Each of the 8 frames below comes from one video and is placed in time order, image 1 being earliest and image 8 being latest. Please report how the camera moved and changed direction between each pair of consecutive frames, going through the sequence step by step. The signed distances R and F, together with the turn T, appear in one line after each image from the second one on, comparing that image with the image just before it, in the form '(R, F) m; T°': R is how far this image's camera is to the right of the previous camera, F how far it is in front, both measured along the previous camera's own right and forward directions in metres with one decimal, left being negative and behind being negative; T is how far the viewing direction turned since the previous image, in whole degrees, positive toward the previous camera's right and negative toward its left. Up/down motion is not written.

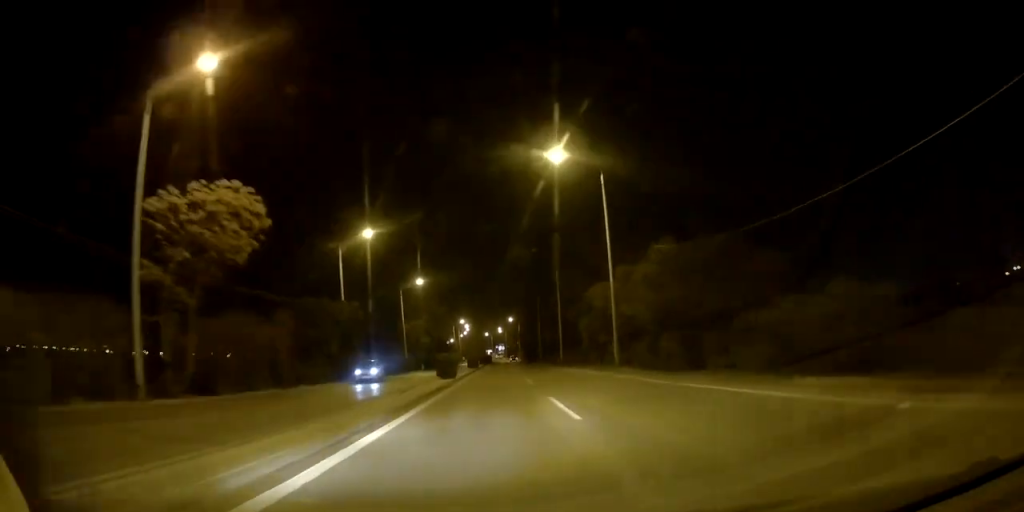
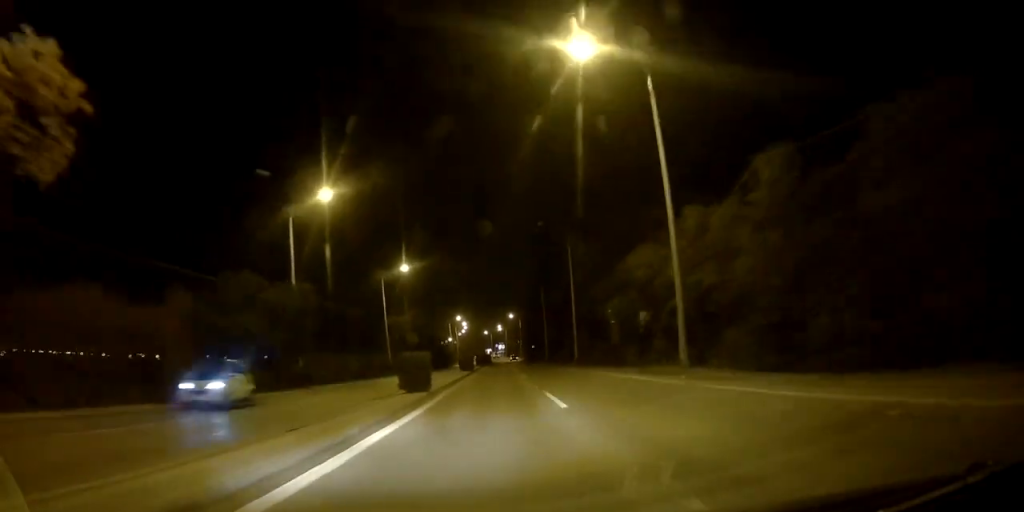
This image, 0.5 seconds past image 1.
(-0.2, +12.1) m; 0°
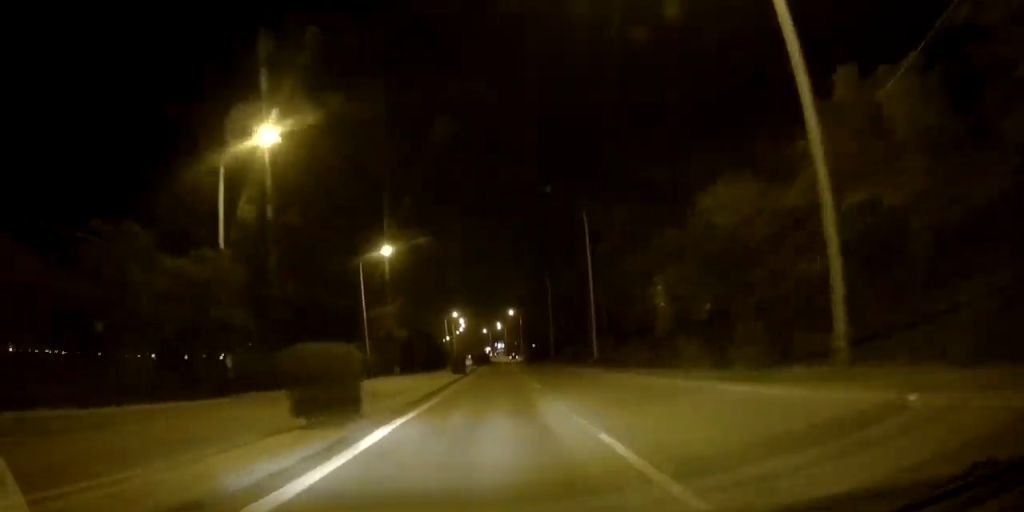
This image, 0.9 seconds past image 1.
(-0.2, +10.9) m; 0°
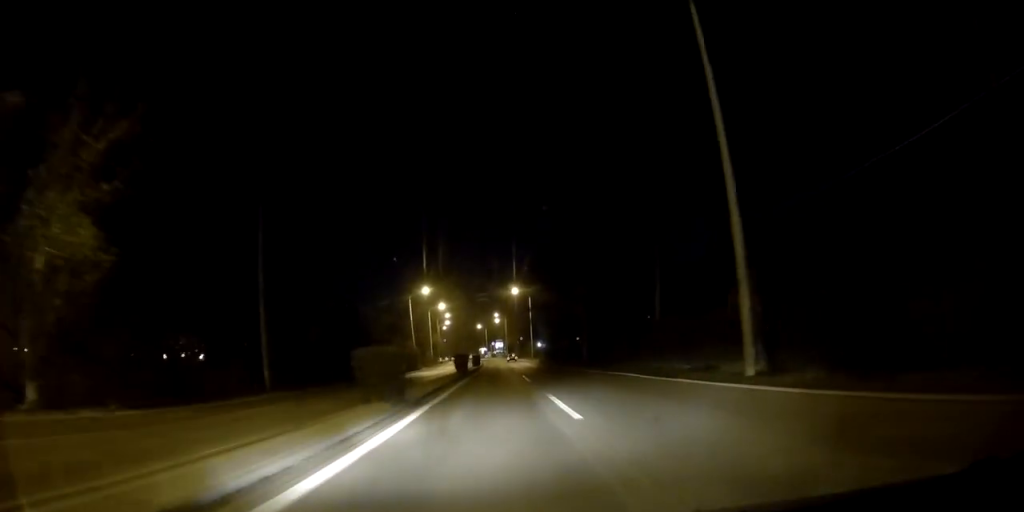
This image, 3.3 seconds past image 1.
(+0.6, +55.9) m; -1°
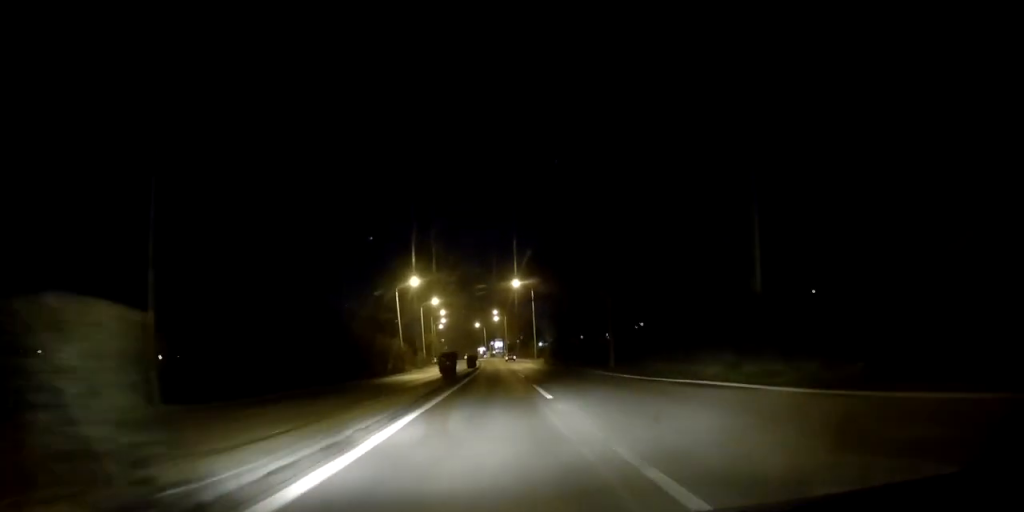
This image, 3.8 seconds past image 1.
(-0.4, +11.0) m; 0°
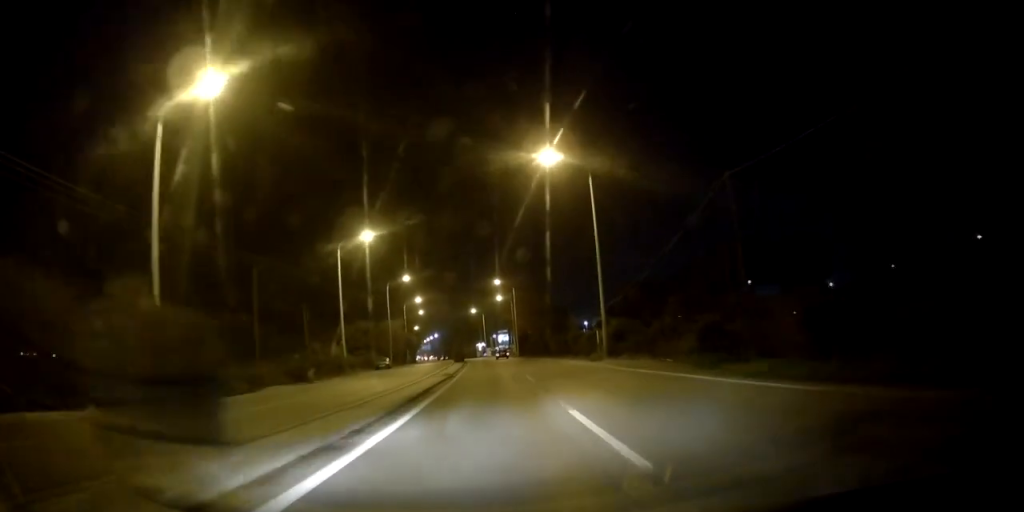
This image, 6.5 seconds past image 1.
(+0.5, +59.2) m; -1°
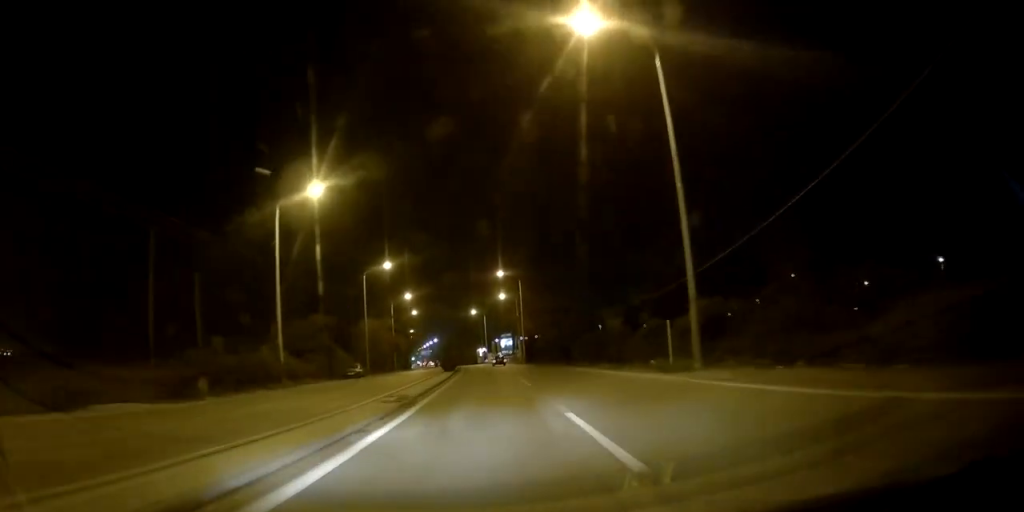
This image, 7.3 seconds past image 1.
(-0.1, +16.1) m; 0°
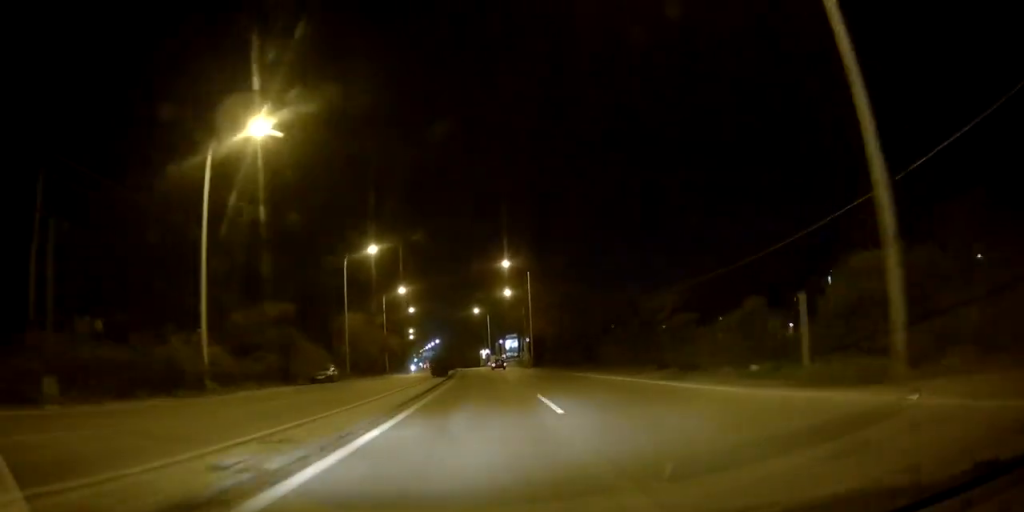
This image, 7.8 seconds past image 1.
(+0.3, +10.3) m; 0°
